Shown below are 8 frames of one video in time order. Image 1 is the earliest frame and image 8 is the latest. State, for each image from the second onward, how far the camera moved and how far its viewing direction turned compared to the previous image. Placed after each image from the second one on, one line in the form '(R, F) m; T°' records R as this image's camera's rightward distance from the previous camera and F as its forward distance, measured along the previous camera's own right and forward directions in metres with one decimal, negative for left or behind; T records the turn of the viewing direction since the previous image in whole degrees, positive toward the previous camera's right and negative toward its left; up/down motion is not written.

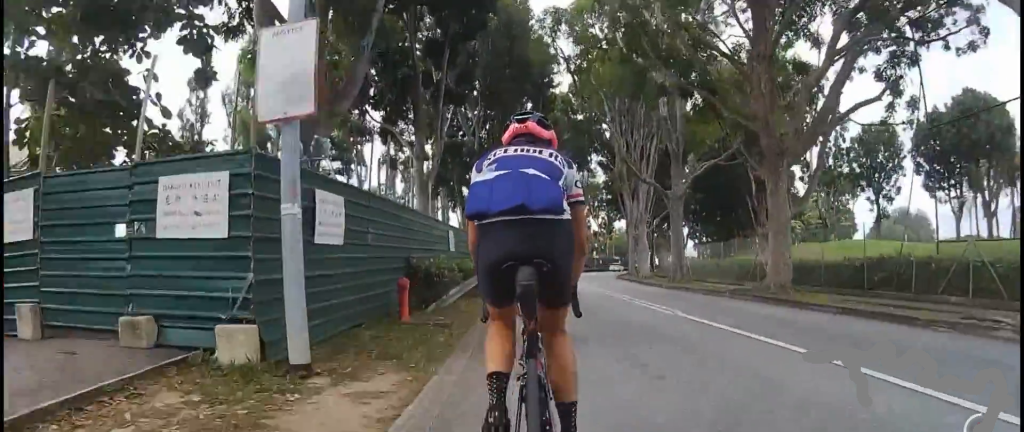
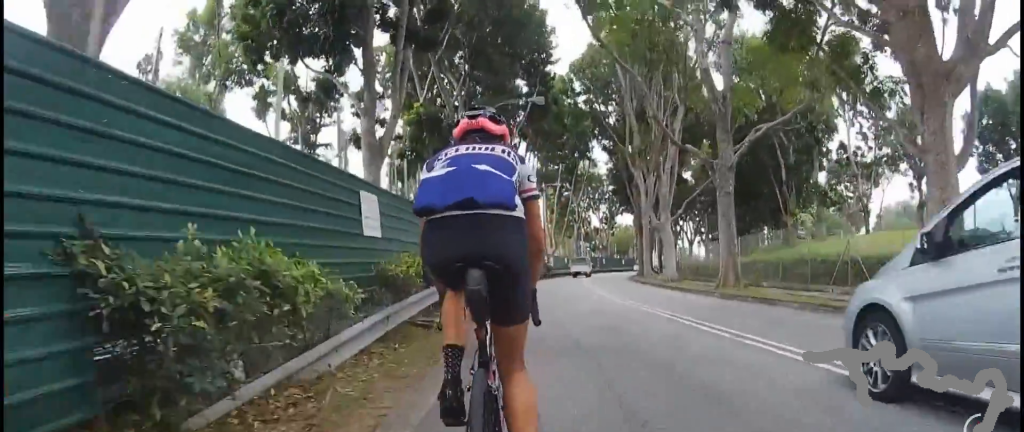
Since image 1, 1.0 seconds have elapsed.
(0.0, +8.1) m; 0°
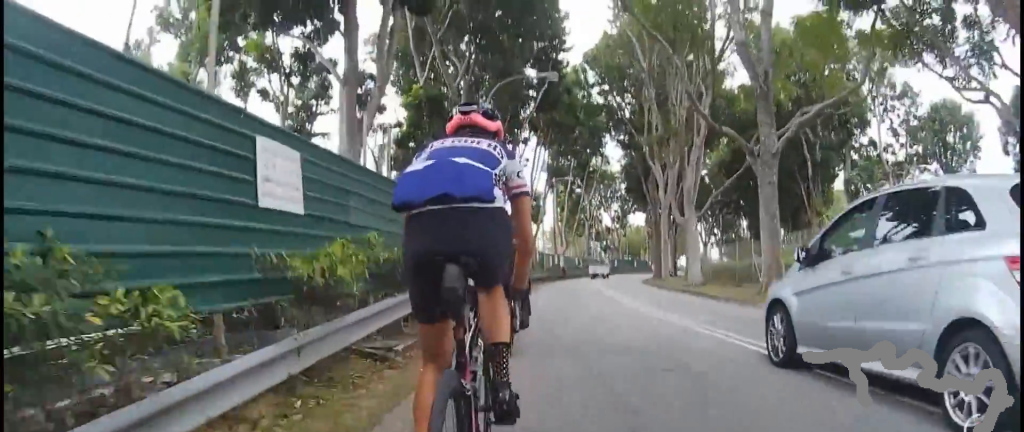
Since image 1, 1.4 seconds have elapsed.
(-0.2, +3.3) m; 0°
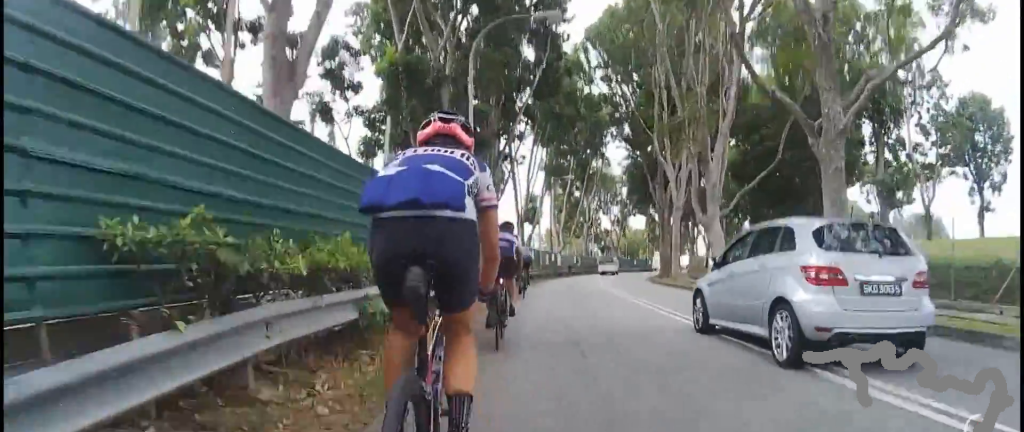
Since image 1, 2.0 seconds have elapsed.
(+0.1, +4.5) m; +2°
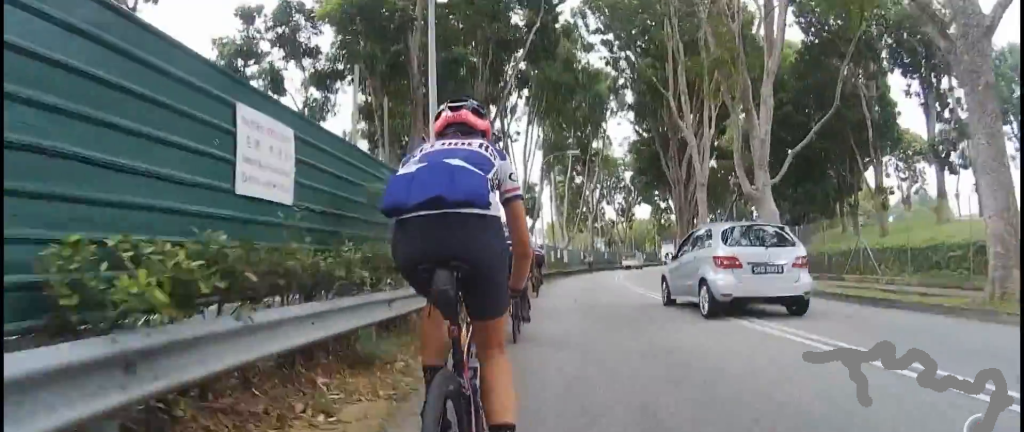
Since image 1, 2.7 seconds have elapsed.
(+0.2, +5.4) m; +4°
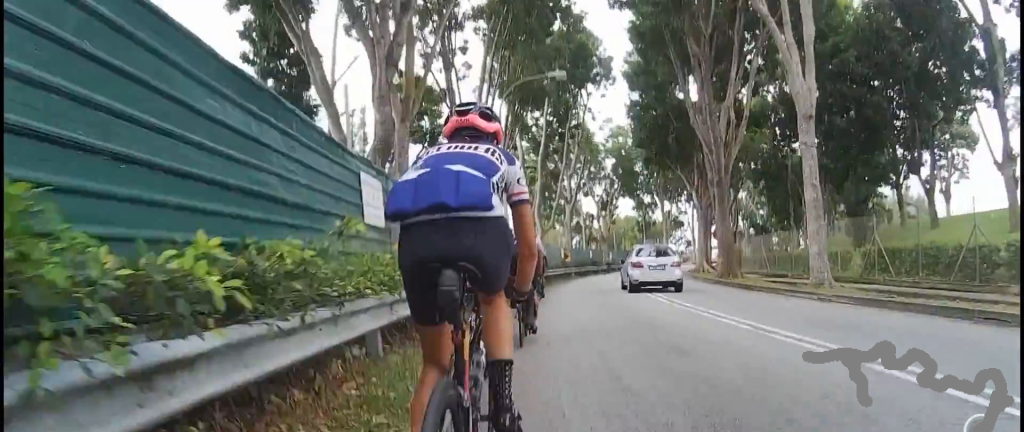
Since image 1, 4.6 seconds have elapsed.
(+2.2, +14.4) m; +8°
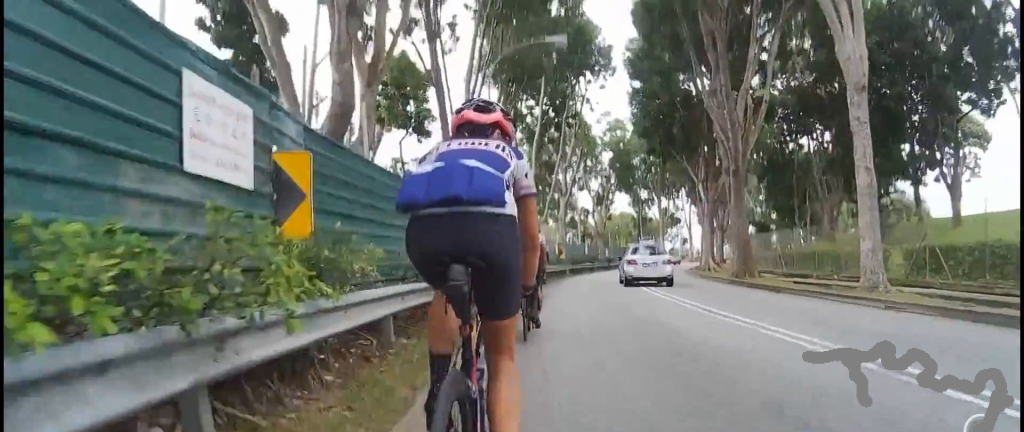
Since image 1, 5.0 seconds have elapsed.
(-0.4, +3.0) m; 0°
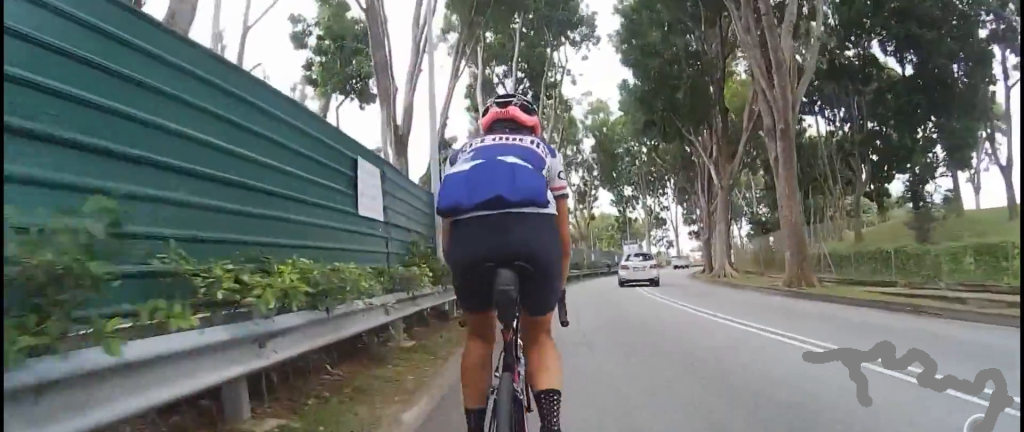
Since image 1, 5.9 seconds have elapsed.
(-0.2, +6.9) m; +3°
